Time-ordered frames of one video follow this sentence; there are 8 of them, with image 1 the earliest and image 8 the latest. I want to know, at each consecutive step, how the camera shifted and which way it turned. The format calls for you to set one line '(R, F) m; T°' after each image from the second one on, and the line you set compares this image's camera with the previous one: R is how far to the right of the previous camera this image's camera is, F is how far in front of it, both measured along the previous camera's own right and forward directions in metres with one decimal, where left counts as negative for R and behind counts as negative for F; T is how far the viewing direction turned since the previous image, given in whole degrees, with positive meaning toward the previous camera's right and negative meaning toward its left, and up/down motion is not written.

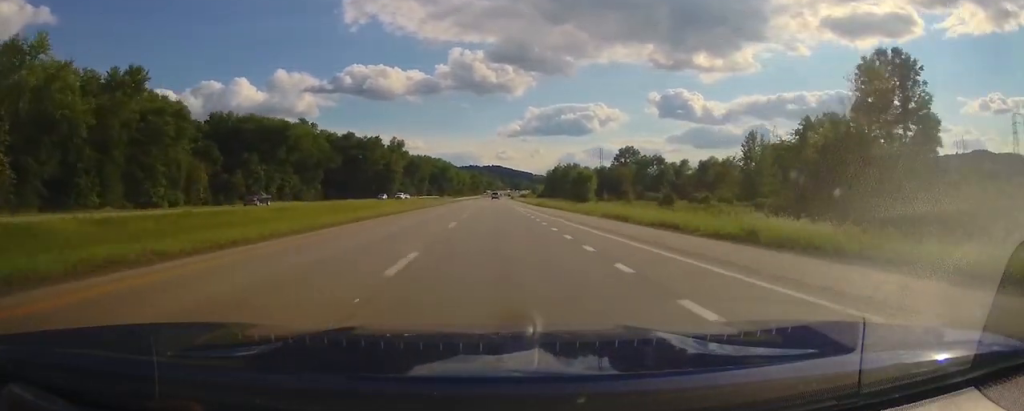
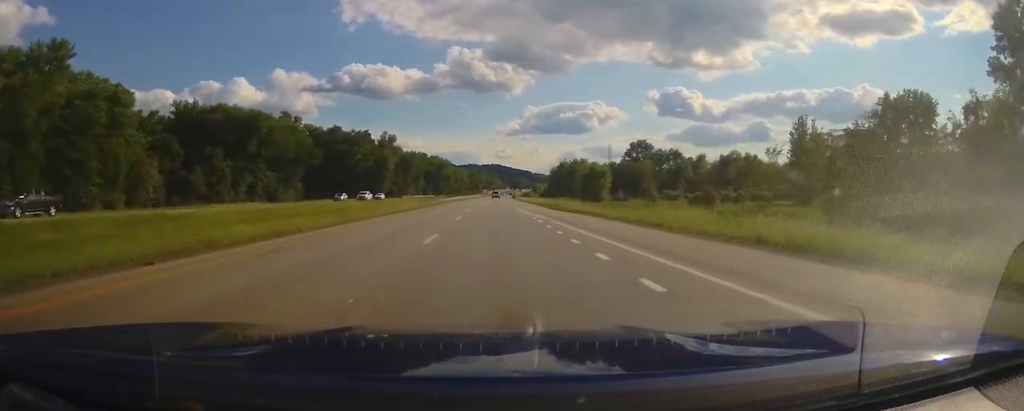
(+0.1, +19.4) m; 0°
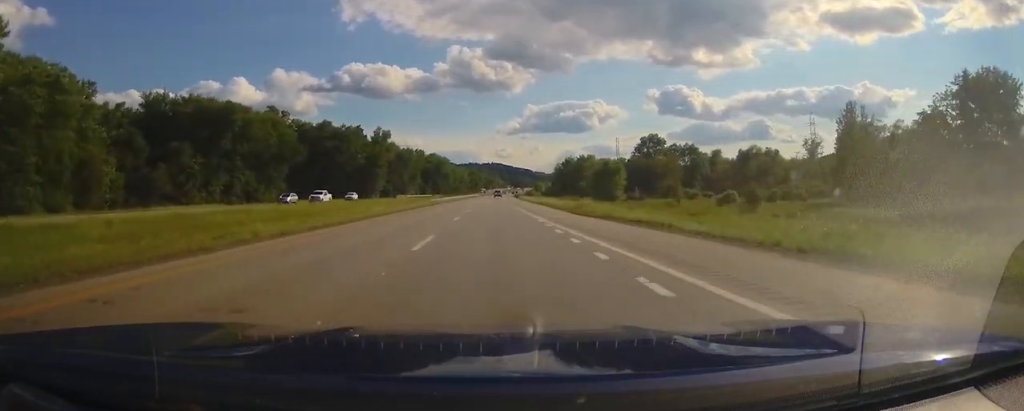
(+0.1, +14.0) m; 0°
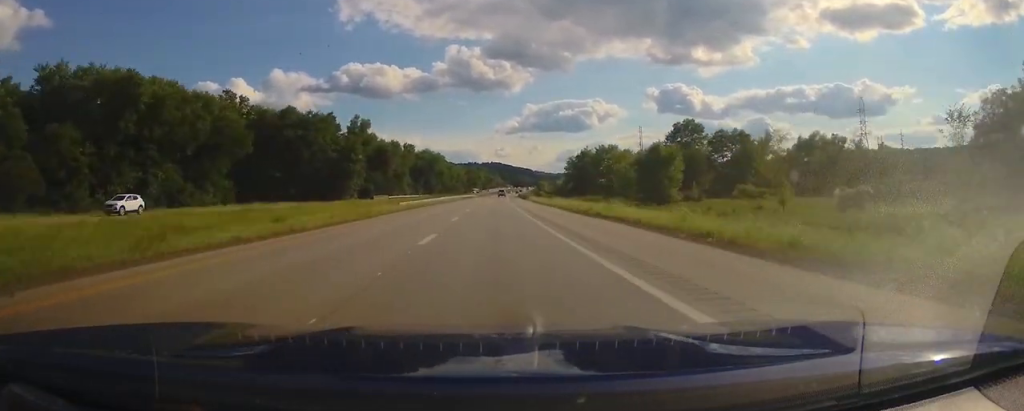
(+0.1, +35.4) m; 0°
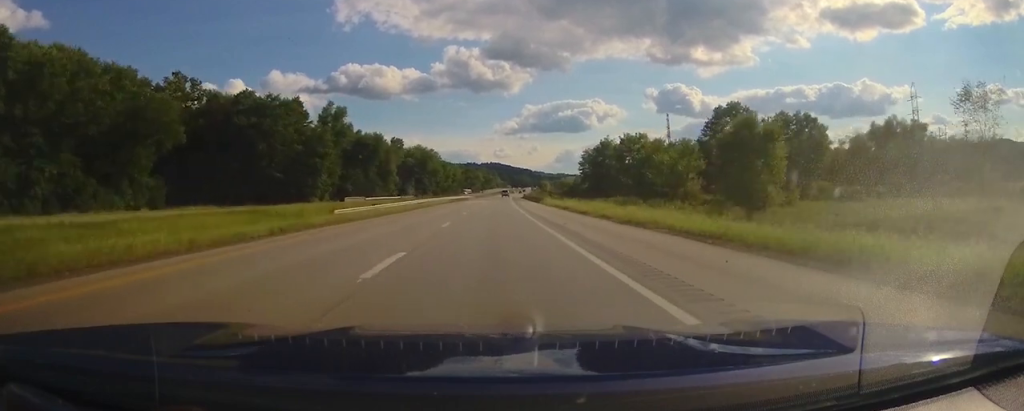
(0.0, +29.9) m; 0°
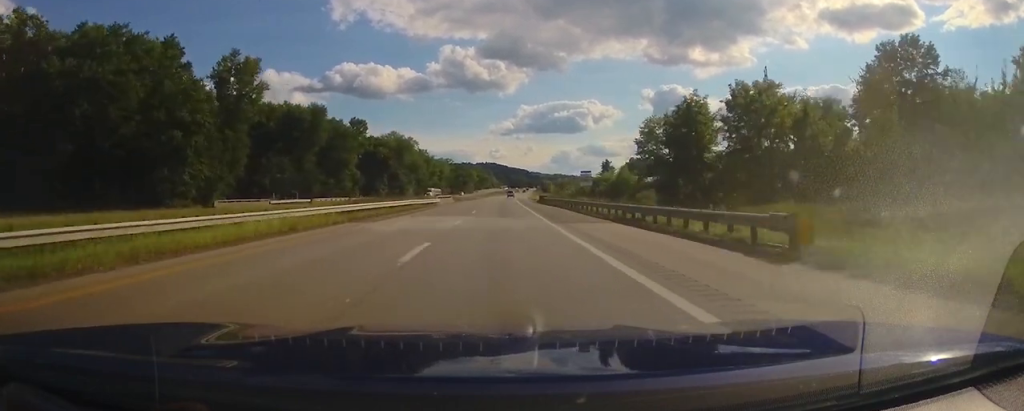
(0.0, +59.6) m; 0°
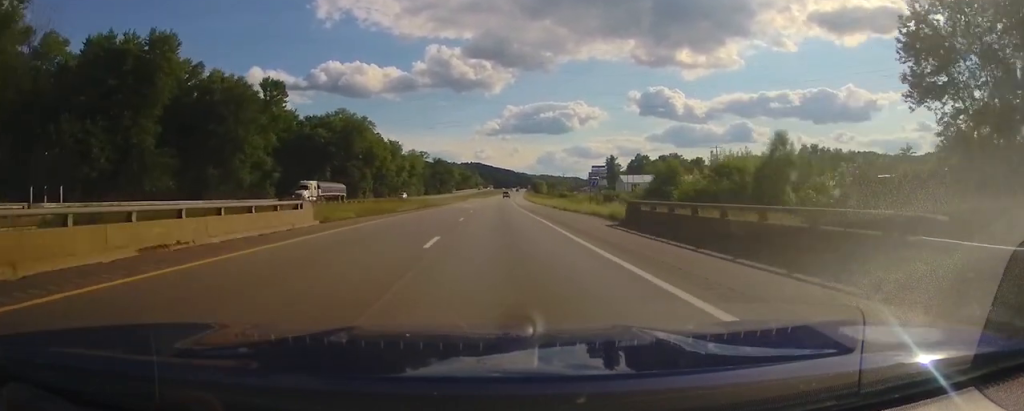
(0.0, +59.4) m; +1°
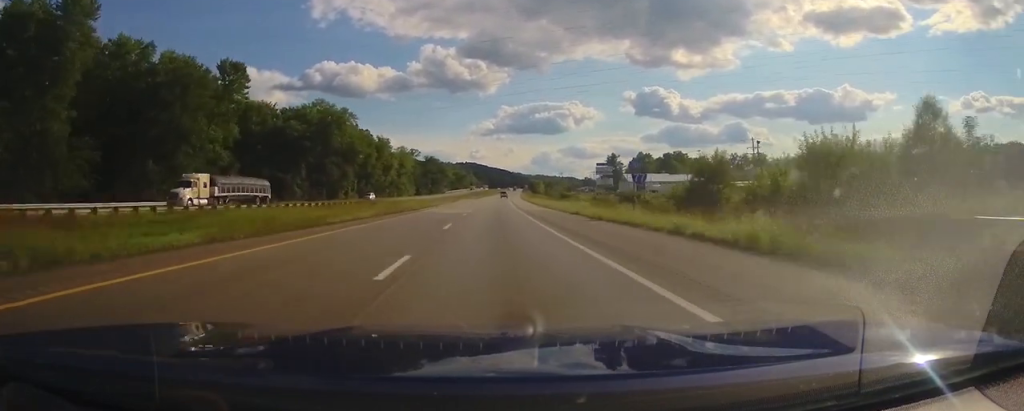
(0.0, +16.8) m; +1°
